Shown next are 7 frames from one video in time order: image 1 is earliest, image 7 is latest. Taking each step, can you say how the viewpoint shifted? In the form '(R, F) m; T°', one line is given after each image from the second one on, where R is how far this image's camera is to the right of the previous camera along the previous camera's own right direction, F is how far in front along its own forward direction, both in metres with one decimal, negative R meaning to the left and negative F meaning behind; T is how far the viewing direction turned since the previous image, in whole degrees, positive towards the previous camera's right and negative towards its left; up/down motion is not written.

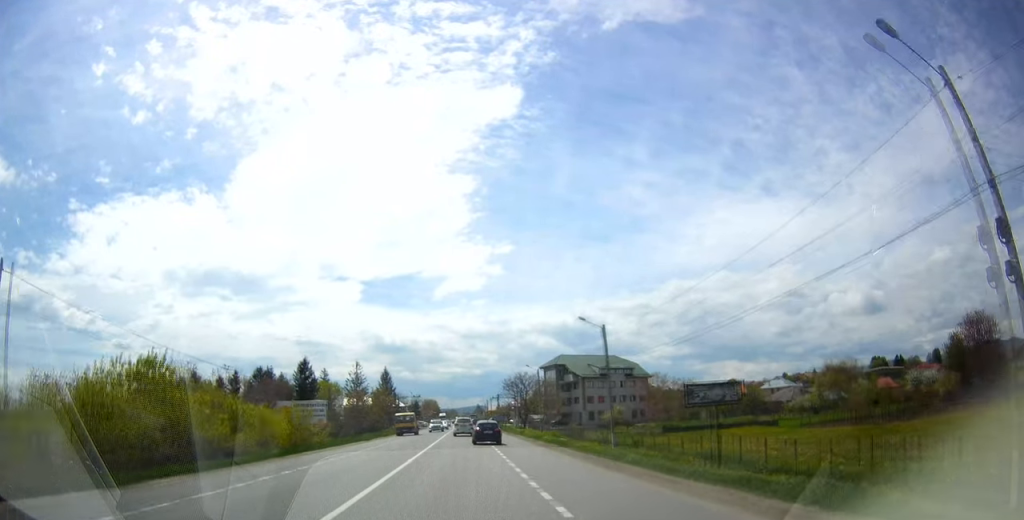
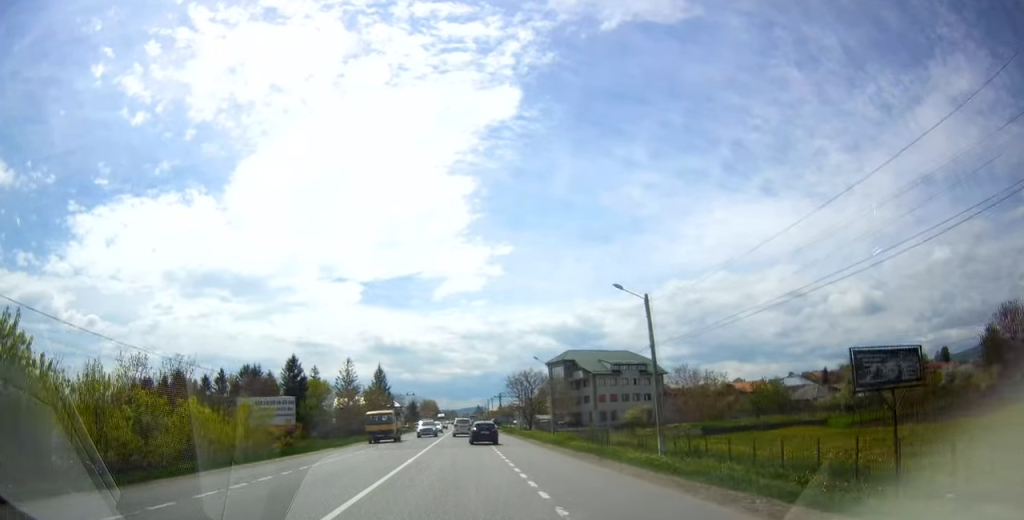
(0.0, +10.0) m; 0°
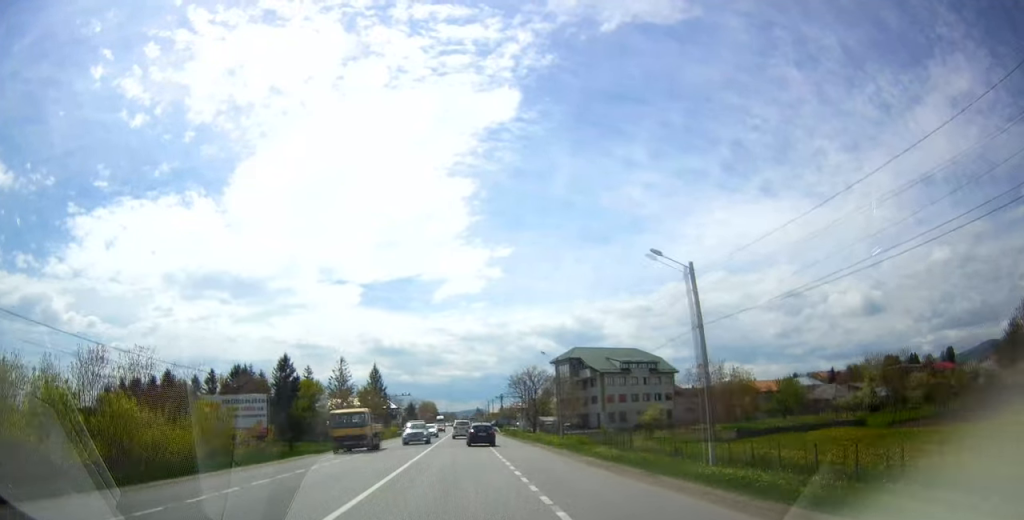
(0.0, +6.1) m; 0°
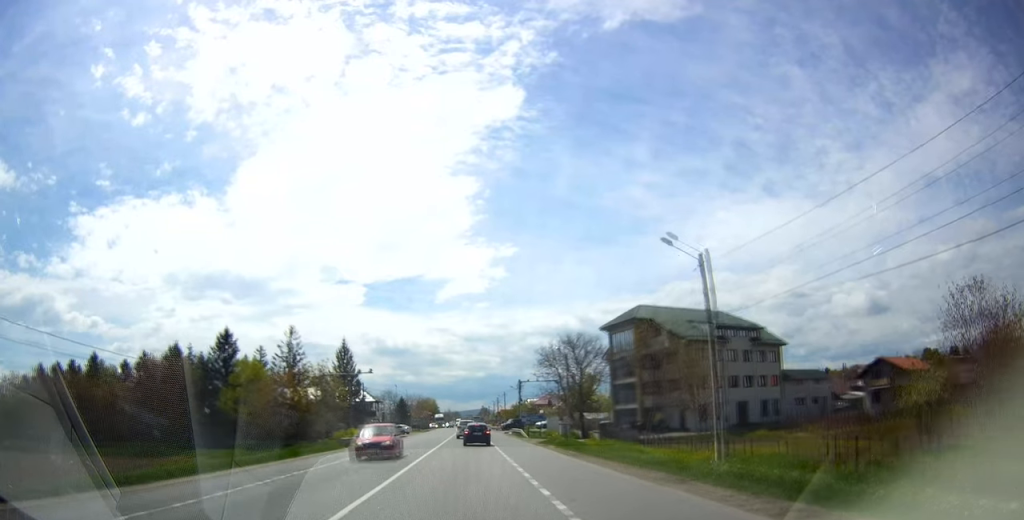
(+0.4, +35.8) m; +1°
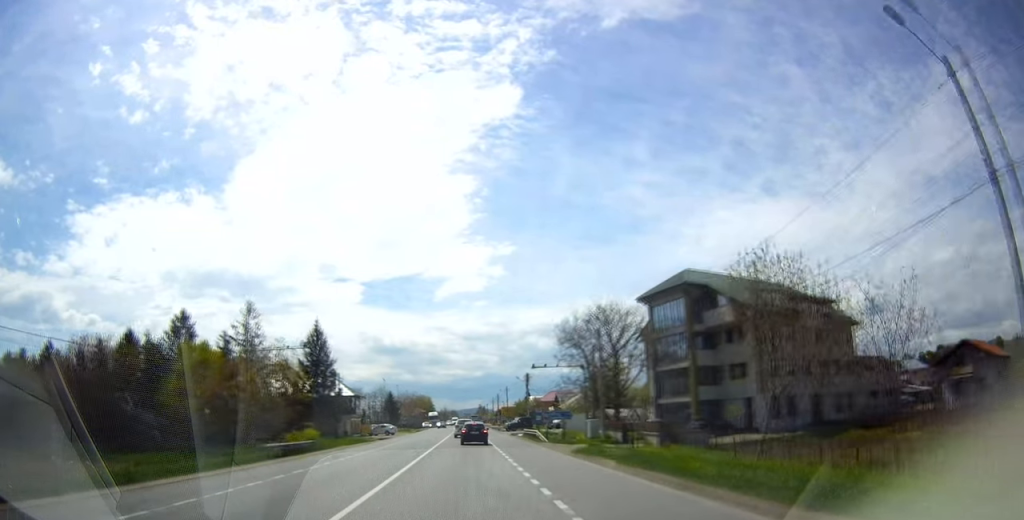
(-0.1, +15.9) m; -1°
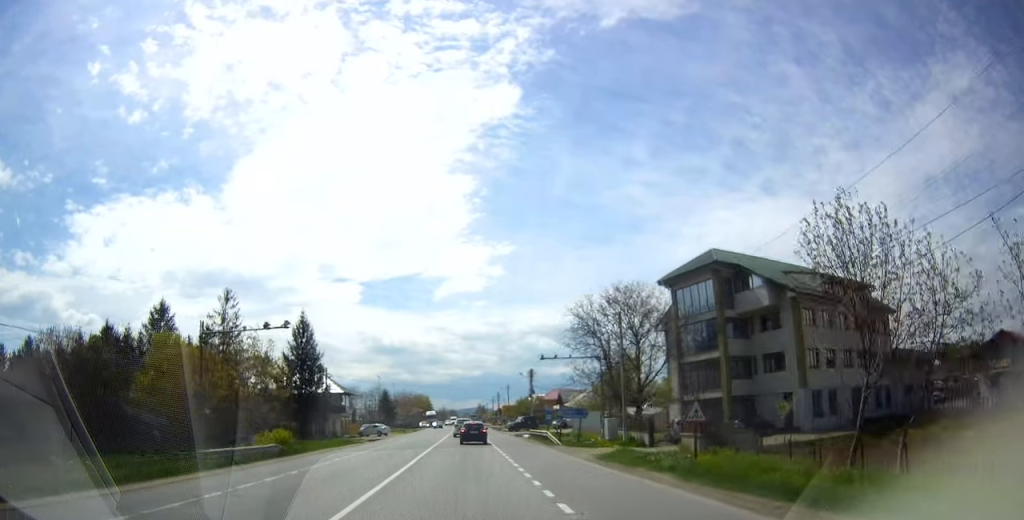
(-0.1, +6.4) m; -1°
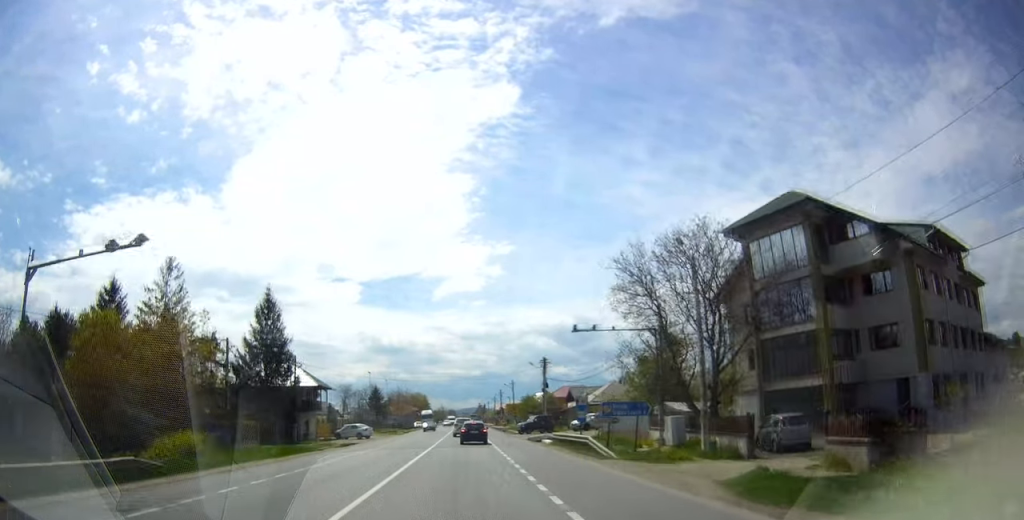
(+0.1, +13.3) m; 0°
